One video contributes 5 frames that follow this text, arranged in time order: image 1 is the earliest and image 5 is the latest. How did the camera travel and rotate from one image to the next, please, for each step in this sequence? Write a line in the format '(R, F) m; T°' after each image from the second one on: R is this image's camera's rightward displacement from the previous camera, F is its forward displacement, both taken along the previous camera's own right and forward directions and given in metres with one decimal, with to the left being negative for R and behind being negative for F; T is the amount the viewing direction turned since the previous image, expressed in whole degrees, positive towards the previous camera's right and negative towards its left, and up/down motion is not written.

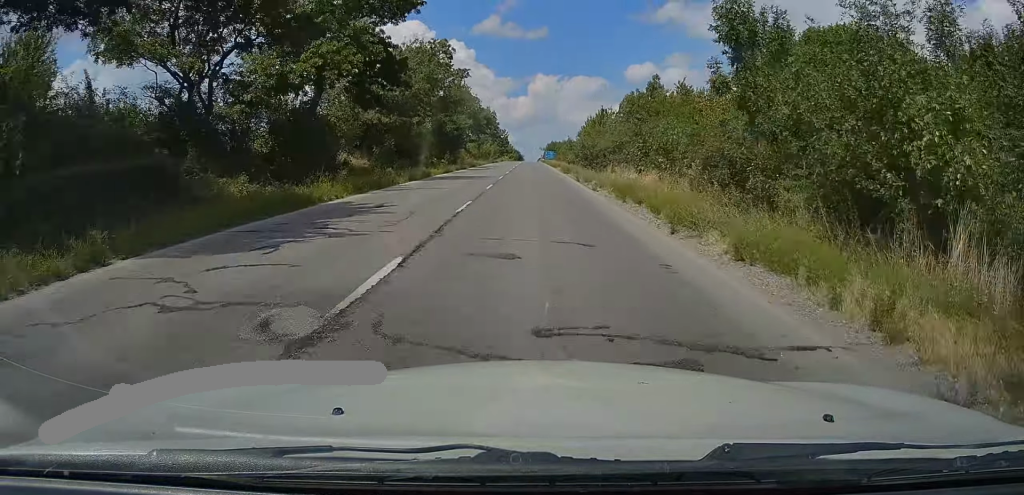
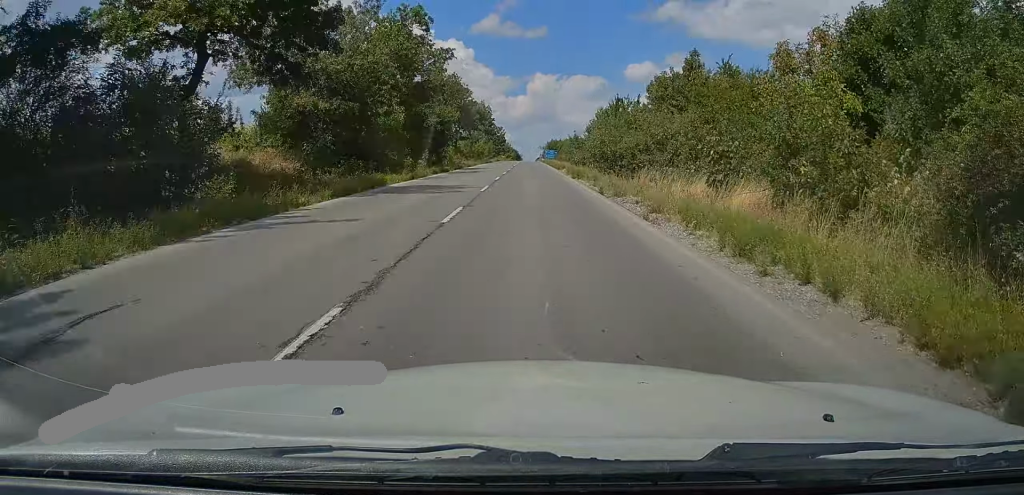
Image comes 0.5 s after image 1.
(0.0, +11.3) m; 0°
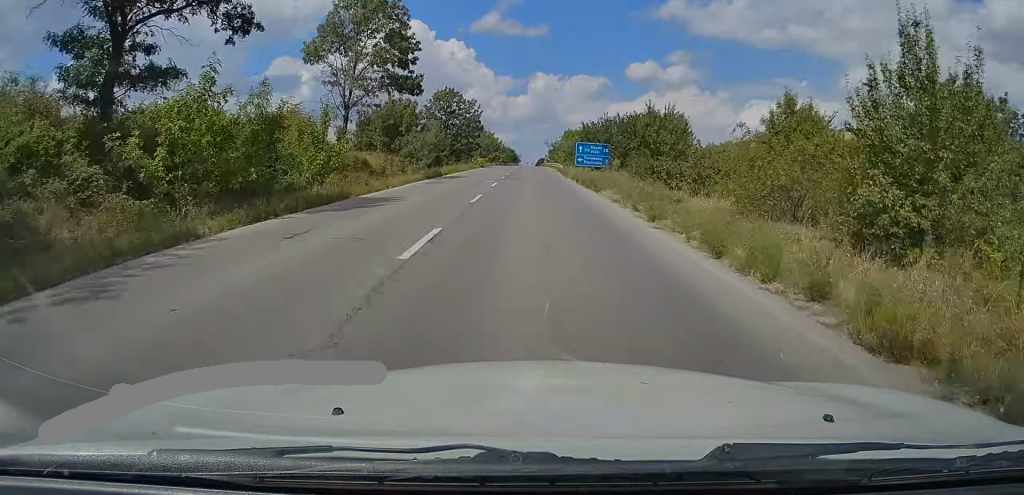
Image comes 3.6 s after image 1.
(0.0, +75.9) m; 0°
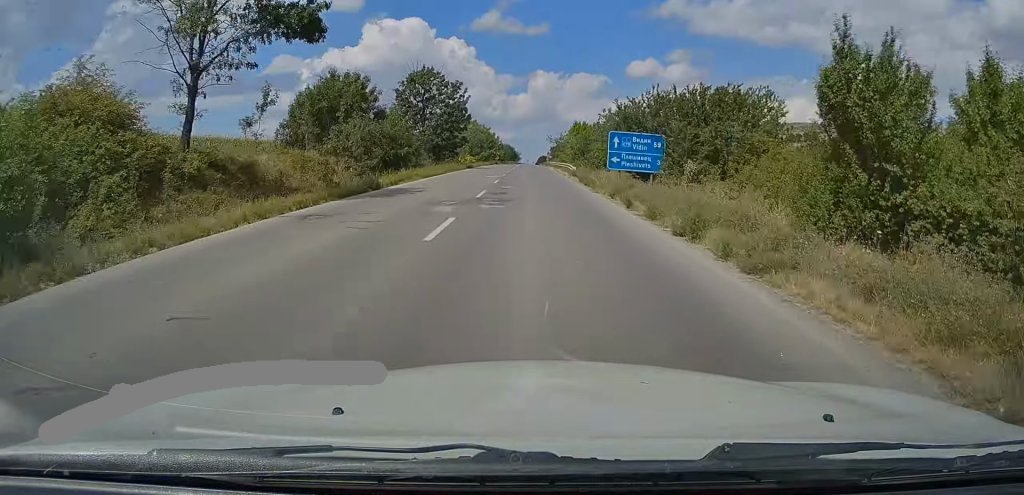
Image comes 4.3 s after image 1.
(-0.1, +16.6) m; 0°
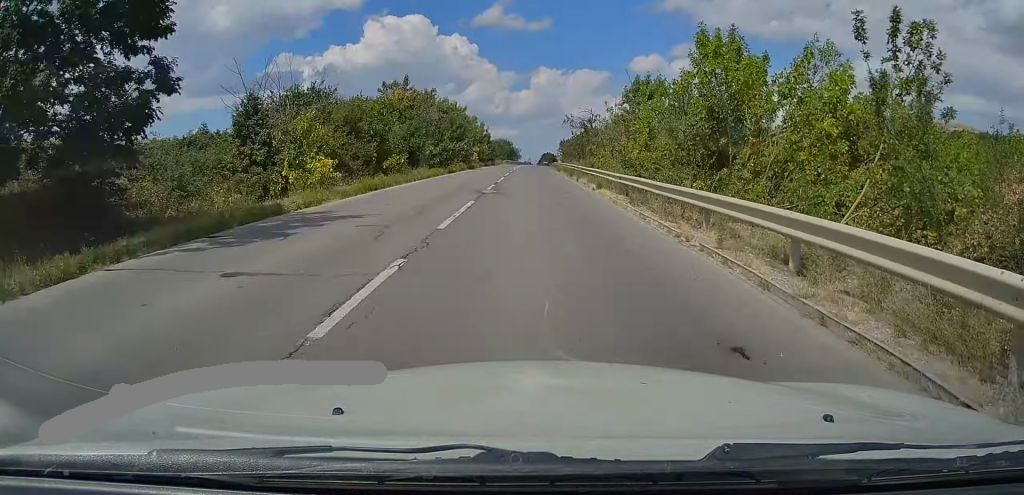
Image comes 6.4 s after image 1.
(-0.1, +49.4) m; 0°
